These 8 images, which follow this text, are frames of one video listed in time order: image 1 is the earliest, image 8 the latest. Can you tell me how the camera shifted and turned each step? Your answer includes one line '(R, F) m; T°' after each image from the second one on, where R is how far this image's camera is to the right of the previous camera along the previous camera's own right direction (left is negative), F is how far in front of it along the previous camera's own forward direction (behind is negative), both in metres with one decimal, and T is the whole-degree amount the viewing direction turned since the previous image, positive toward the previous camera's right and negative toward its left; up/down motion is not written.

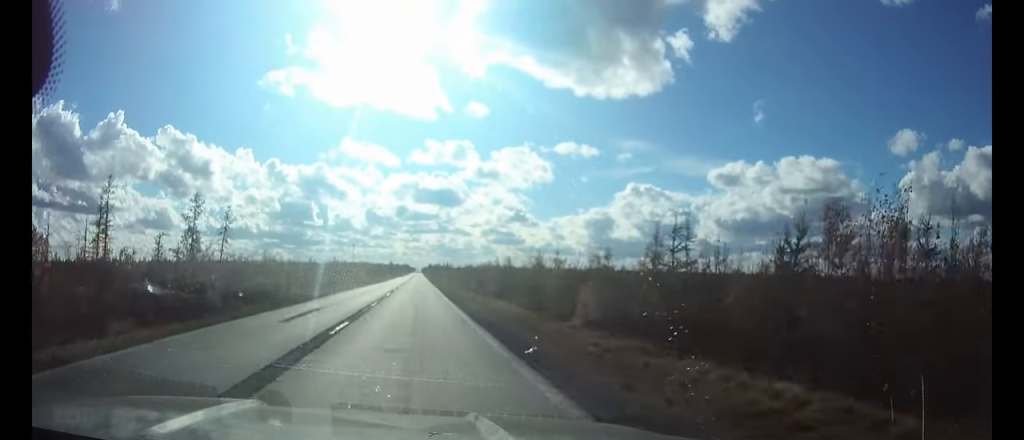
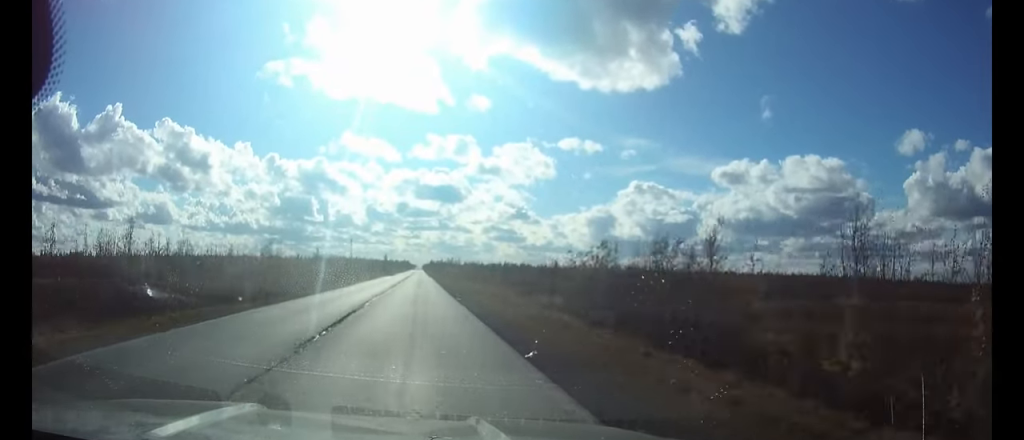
(+0.2, +61.0) m; 0°
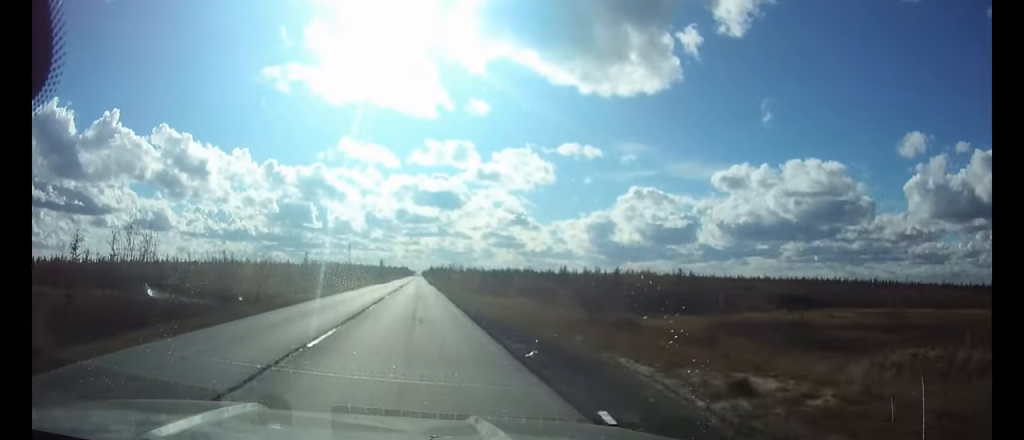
(0.0, +24.0) m; 0°
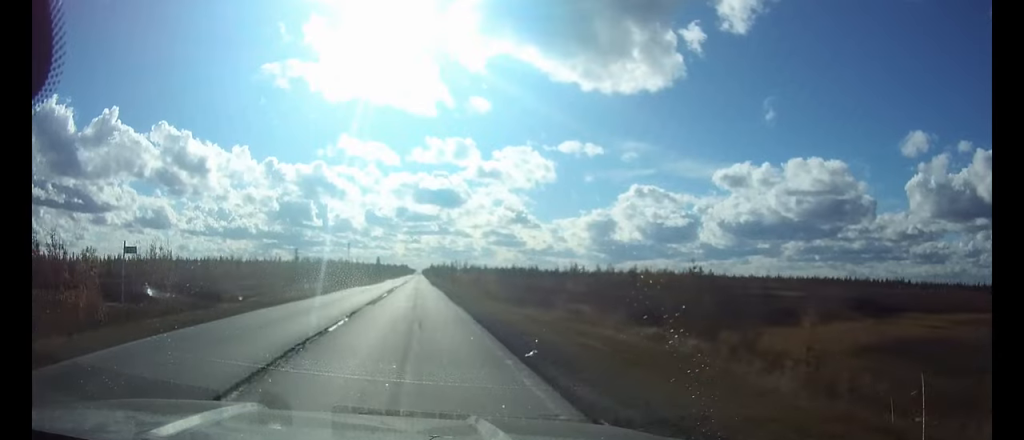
(0.0, +21.6) m; 0°
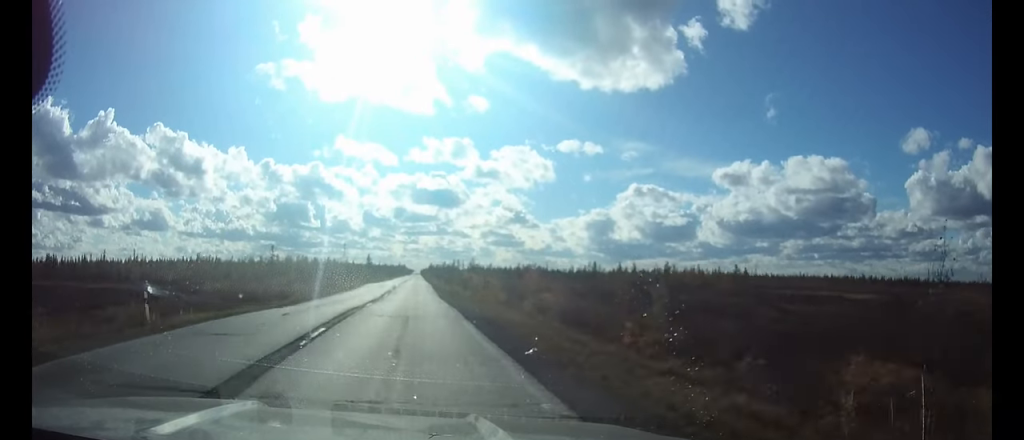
(0.0, +34.7) m; 0°
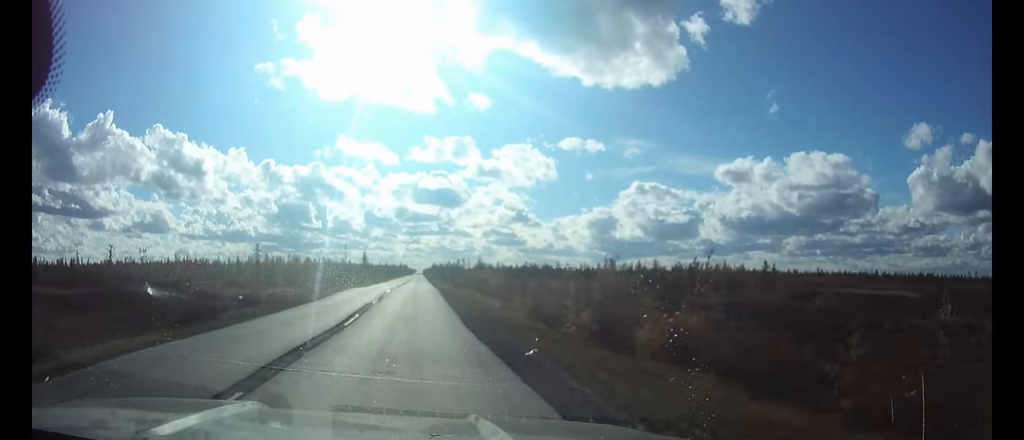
(0.0, +20.9) m; 0°
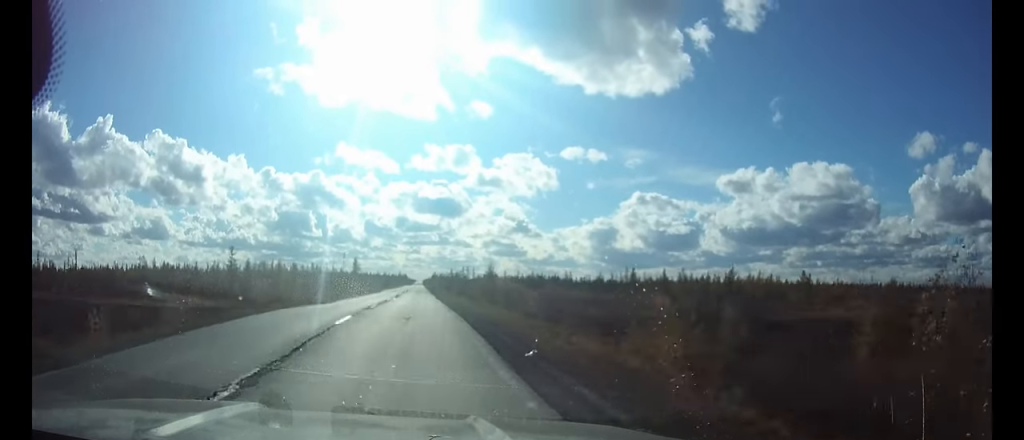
(0.0, +23.5) m; 0°
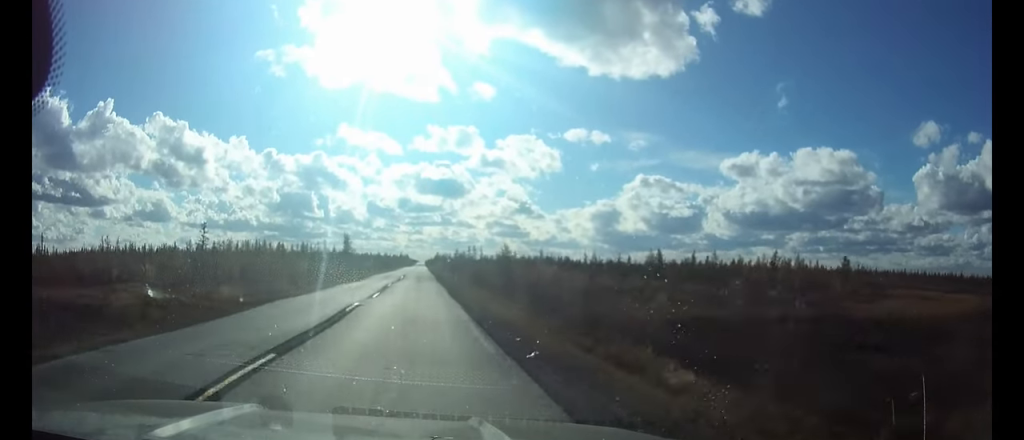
(0.0, +20.5) m; 0°
